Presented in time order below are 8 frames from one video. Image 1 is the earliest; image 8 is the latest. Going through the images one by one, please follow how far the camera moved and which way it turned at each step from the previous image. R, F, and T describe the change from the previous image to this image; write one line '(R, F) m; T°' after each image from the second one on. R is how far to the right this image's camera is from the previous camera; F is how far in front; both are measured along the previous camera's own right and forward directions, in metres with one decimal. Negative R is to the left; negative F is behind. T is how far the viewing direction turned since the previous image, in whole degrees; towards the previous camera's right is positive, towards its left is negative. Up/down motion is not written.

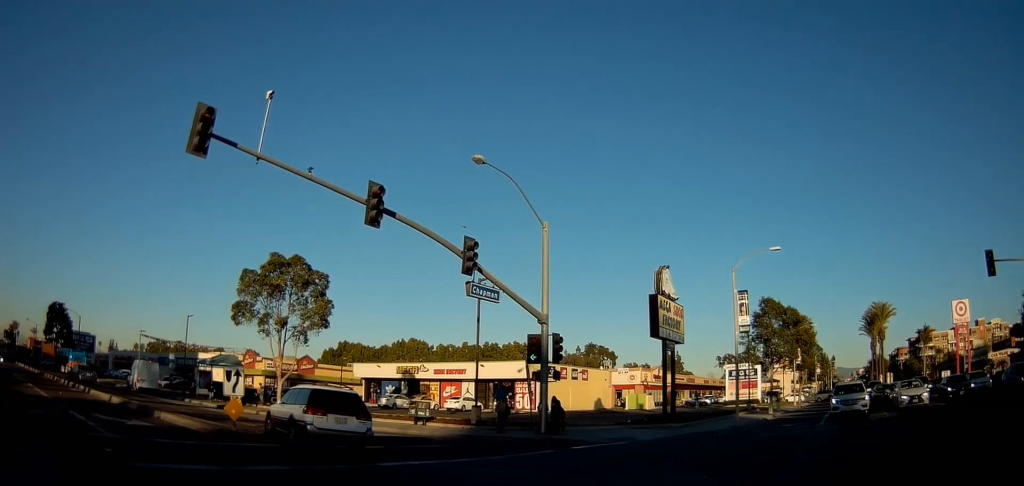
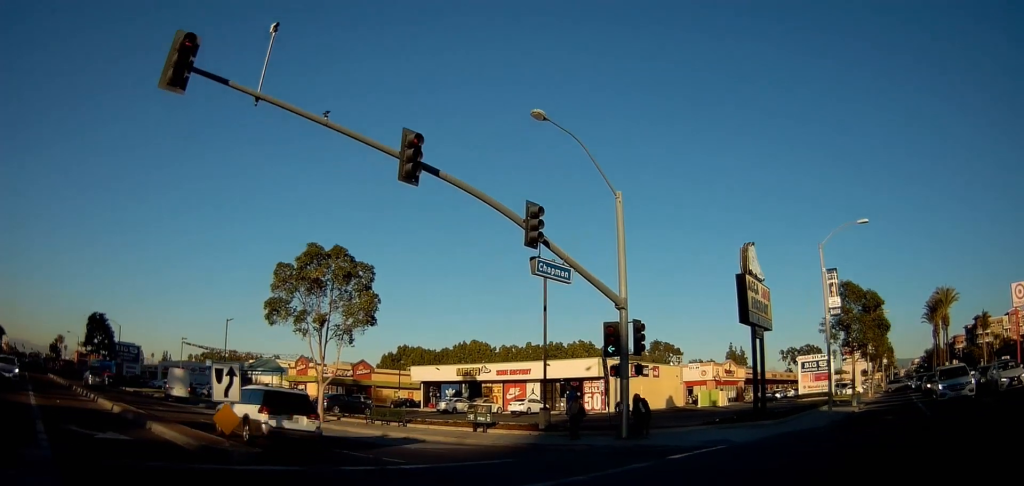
(-0.1, +3.9) m; -5°
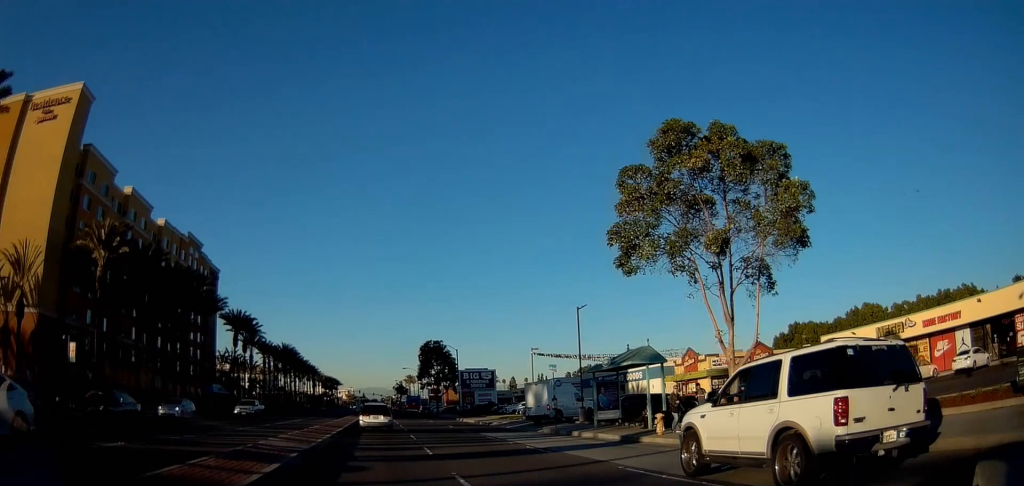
(-5.4, +14.8) m; -40°
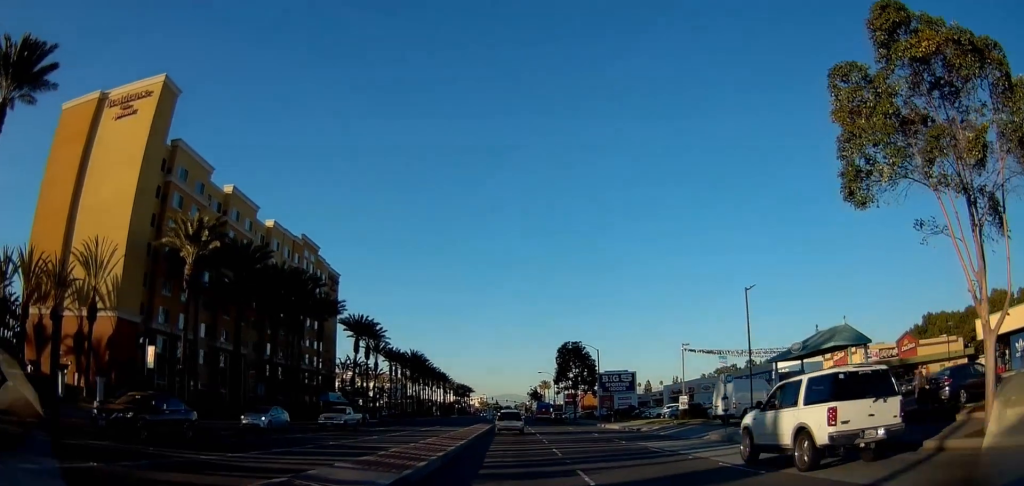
(-0.3, +5.2) m; -8°
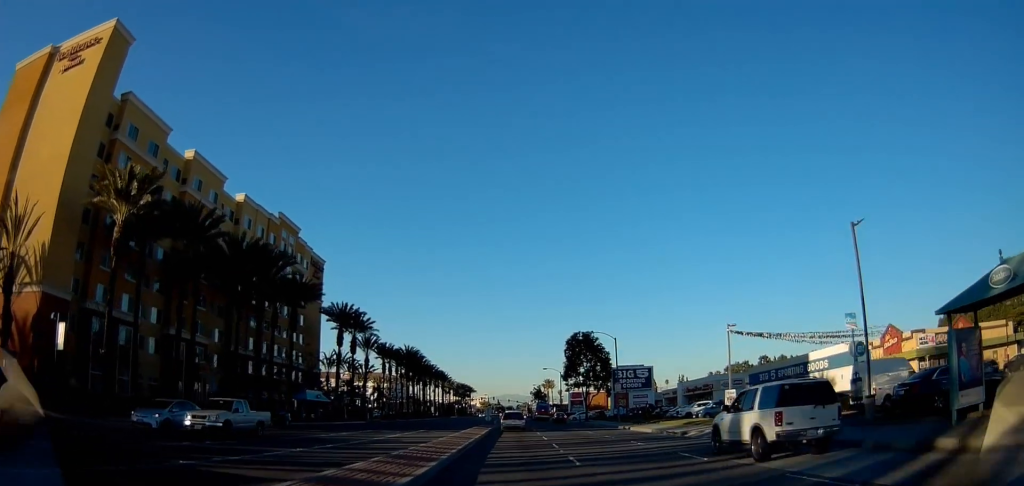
(-0.7, +8.3) m; -6°
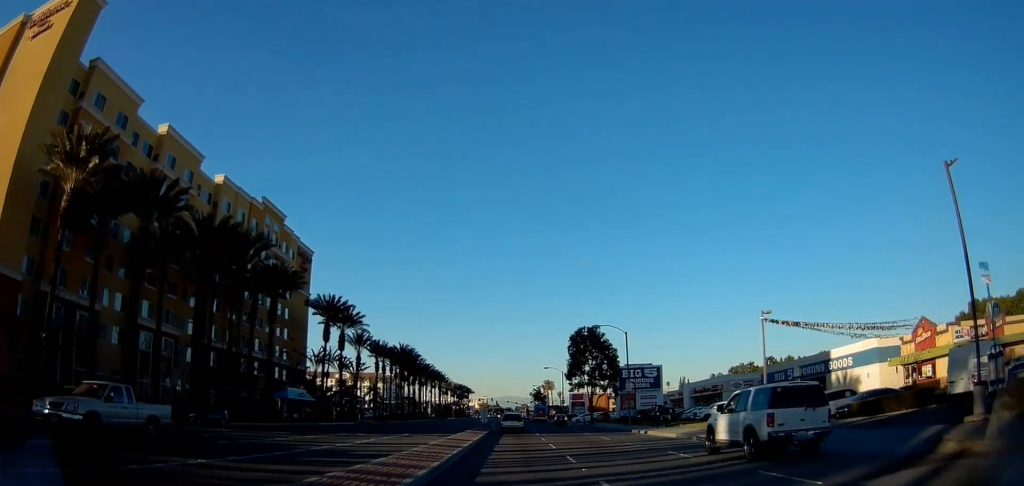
(0.0, +5.1) m; 0°
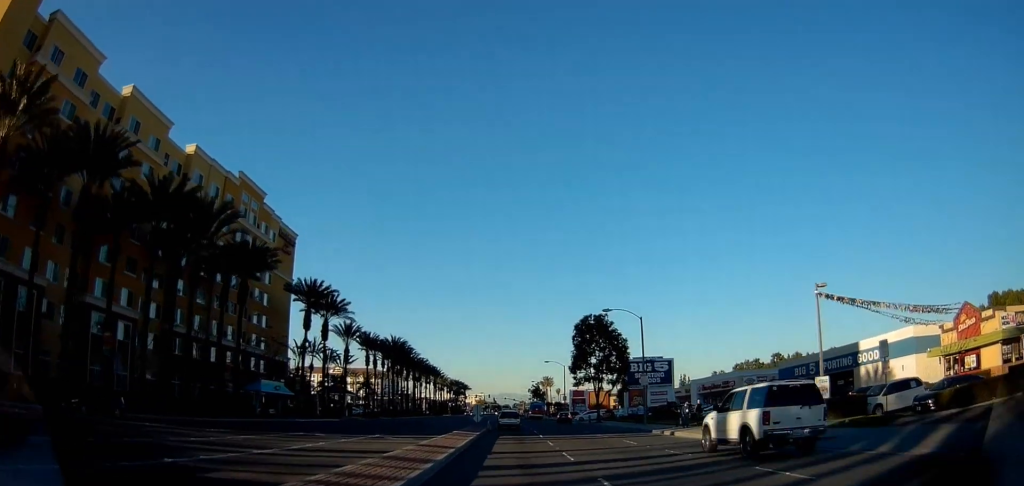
(0.0, +5.5) m; 0°
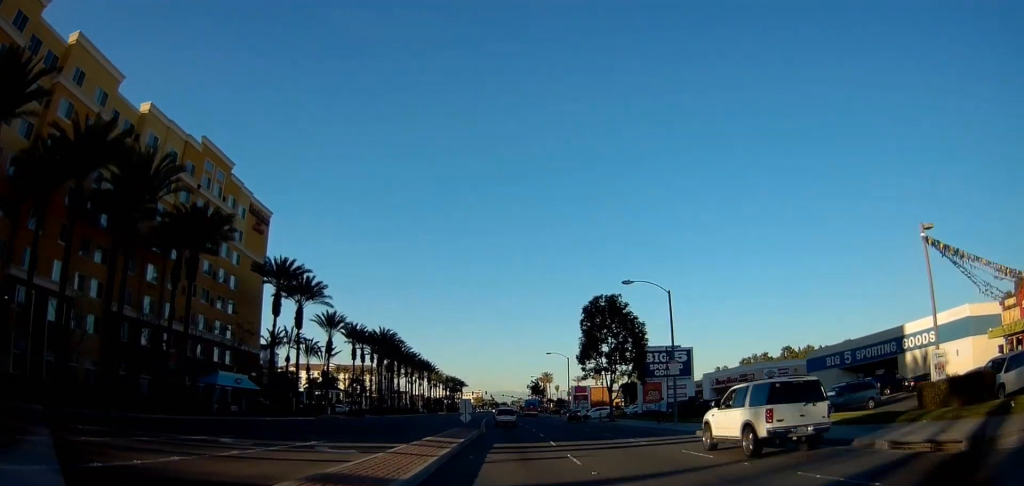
(0.0, +8.3) m; -2°
